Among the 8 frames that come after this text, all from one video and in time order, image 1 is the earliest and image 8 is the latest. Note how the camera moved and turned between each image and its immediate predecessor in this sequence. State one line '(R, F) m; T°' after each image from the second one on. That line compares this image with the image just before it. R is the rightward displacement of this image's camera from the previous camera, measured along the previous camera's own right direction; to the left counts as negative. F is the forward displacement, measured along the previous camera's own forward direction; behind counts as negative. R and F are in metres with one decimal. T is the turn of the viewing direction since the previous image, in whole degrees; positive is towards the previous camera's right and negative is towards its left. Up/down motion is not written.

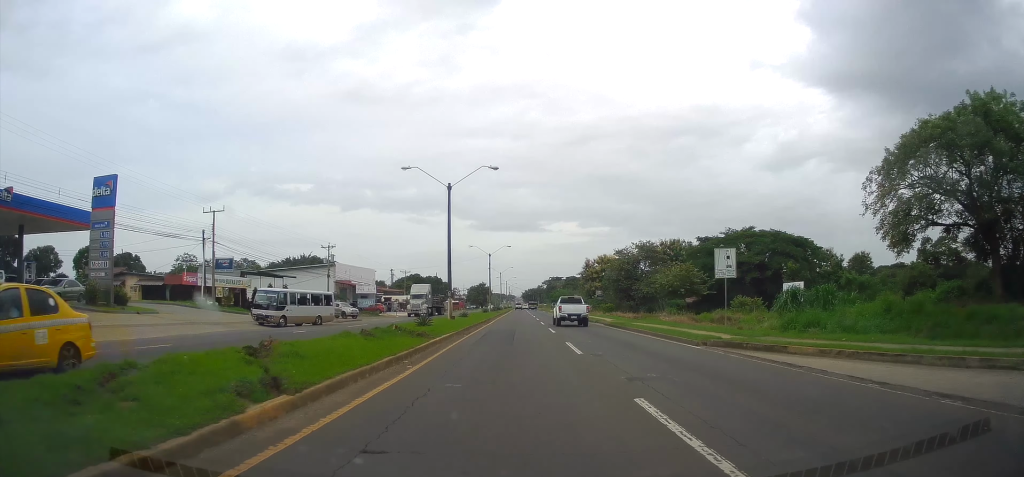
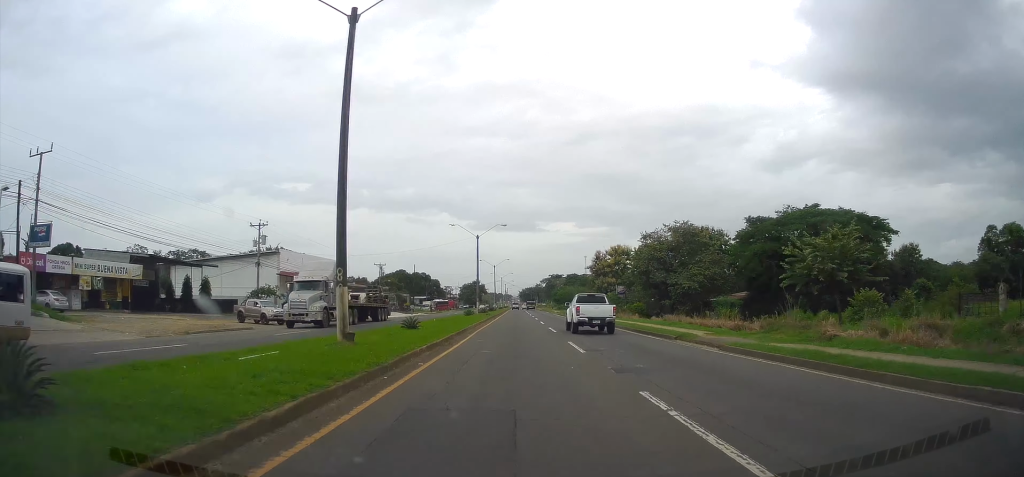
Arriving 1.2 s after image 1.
(+0.1, +23.4) m; 0°
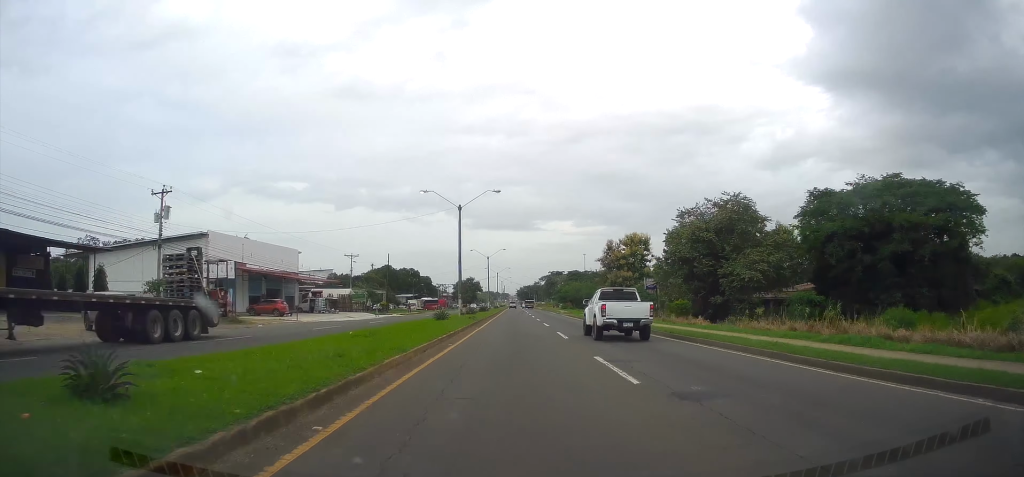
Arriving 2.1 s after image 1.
(0.0, +18.7) m; 0°
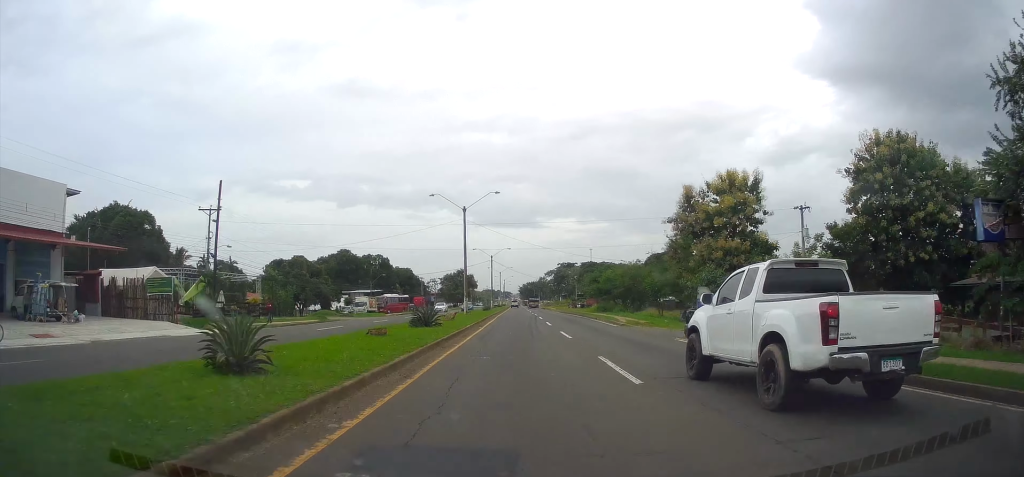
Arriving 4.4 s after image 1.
(-0.2, +47.8) m; 0°
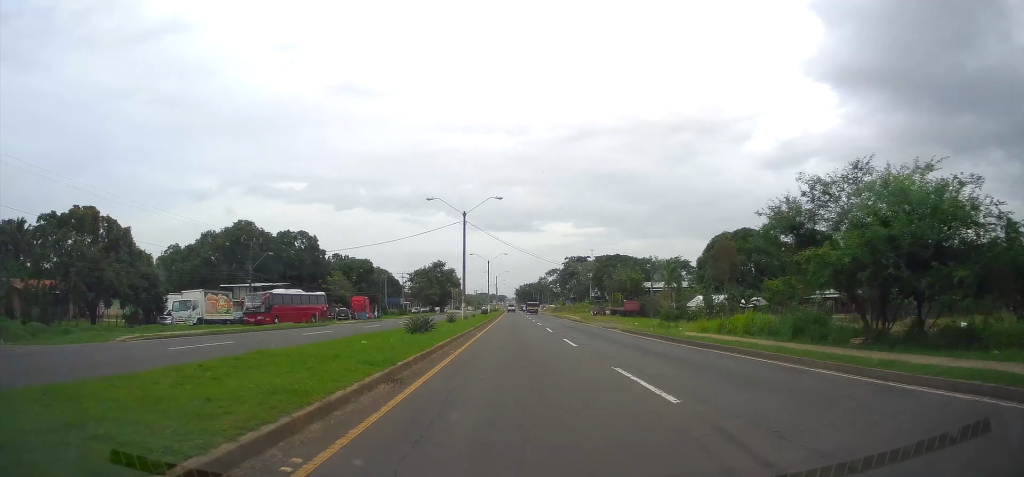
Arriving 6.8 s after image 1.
(+0.2, +50.2) m; +1°
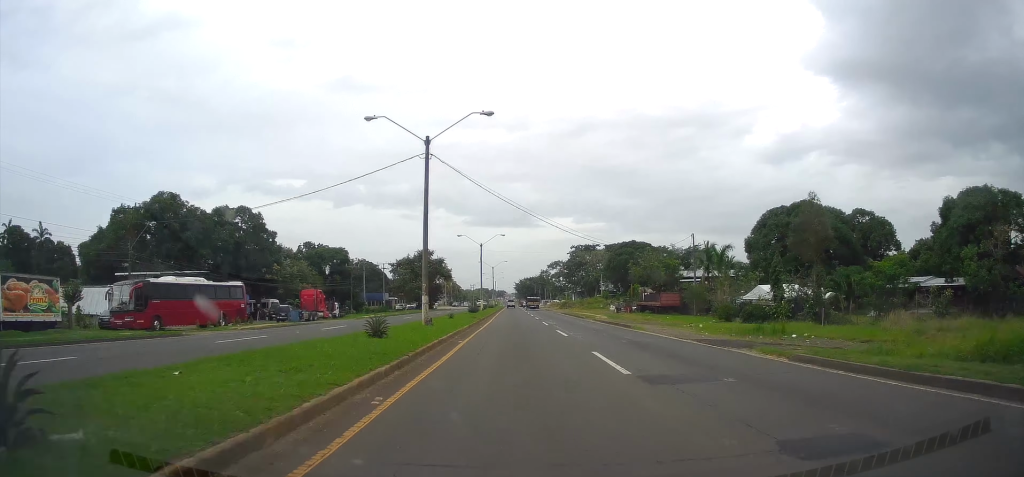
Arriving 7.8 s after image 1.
(+0.3, +20.9) m; 0°
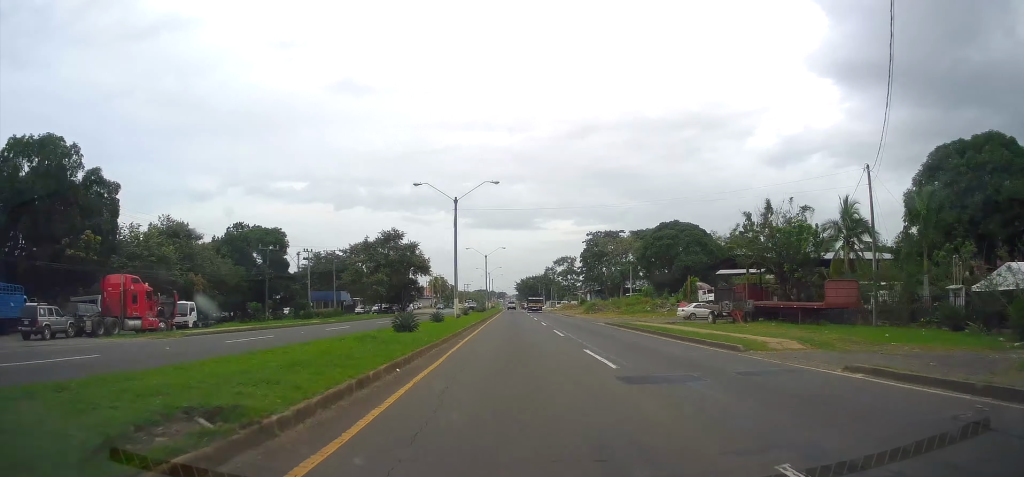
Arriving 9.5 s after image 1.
(+0.2, +35.0) m; 0°
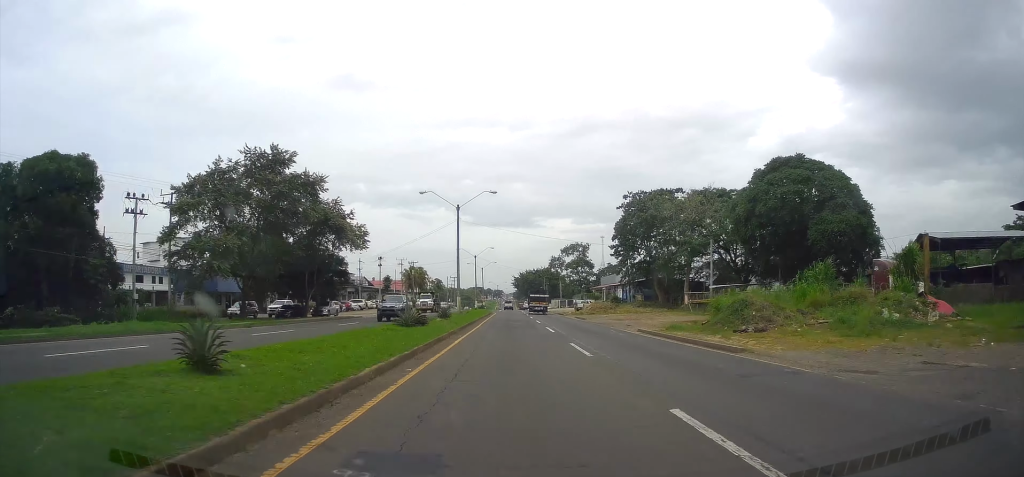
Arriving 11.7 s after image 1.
(-0.5, +45.7) m; -1°
